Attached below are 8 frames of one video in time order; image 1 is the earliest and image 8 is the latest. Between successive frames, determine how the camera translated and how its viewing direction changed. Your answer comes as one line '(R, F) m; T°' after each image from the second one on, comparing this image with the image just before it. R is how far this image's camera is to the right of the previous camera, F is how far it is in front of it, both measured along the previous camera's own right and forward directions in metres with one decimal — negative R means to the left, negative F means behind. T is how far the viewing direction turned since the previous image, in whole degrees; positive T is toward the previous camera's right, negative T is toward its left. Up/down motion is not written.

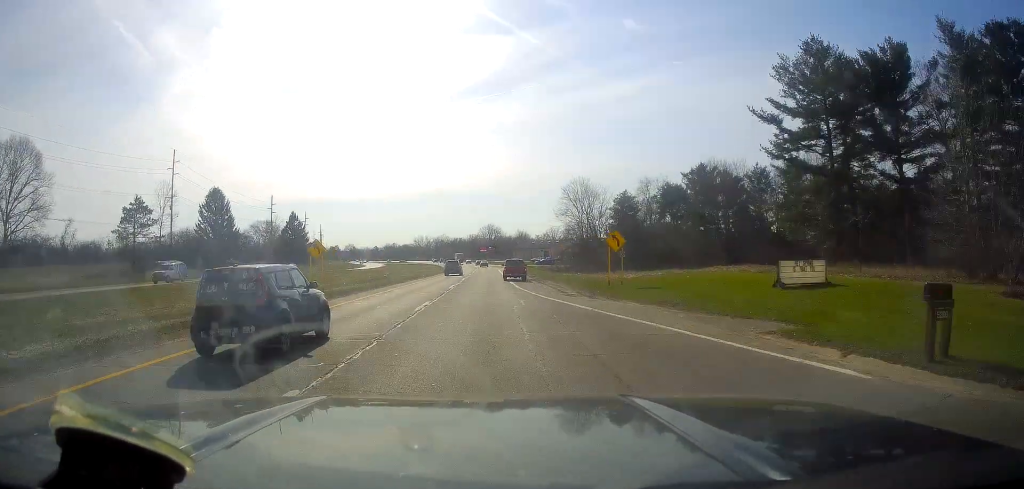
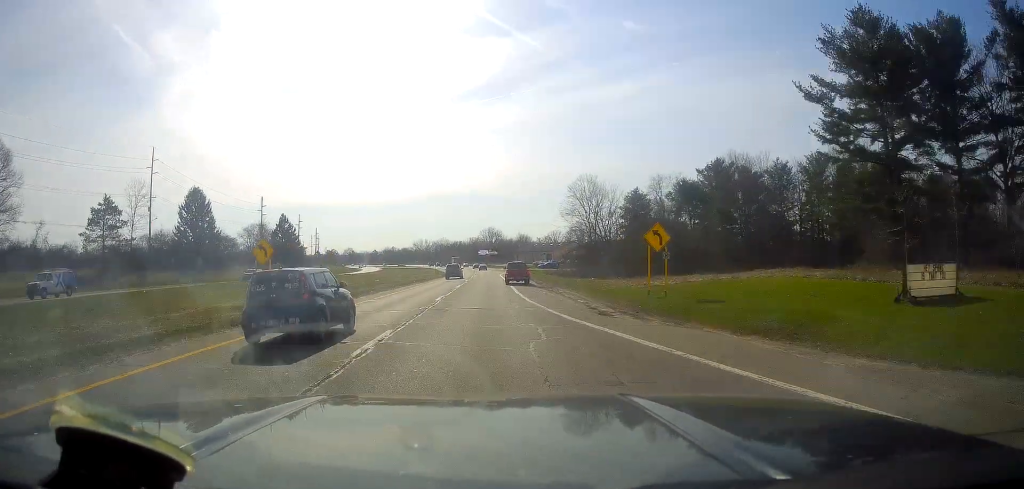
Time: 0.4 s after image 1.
(+0.1, +8.6) m; 0°
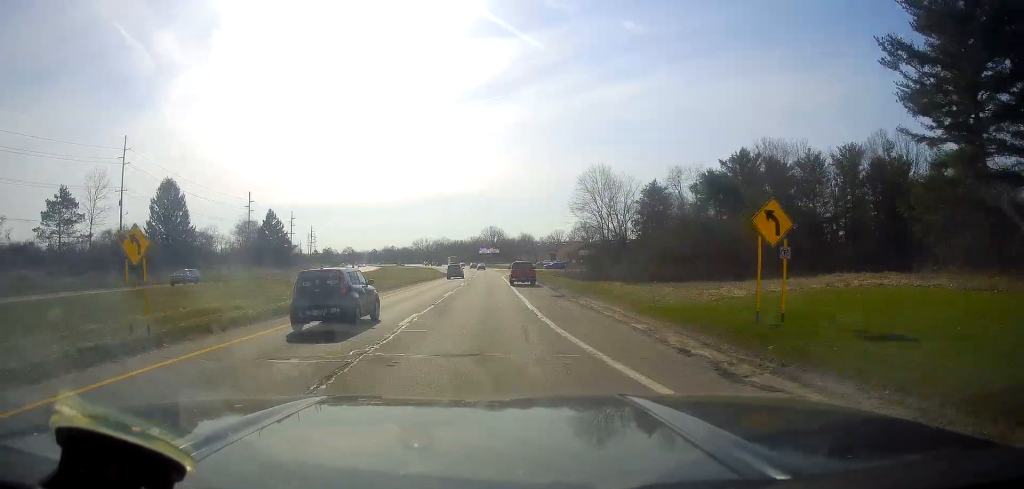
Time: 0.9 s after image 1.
(+0.1, +10.7) m; 0°
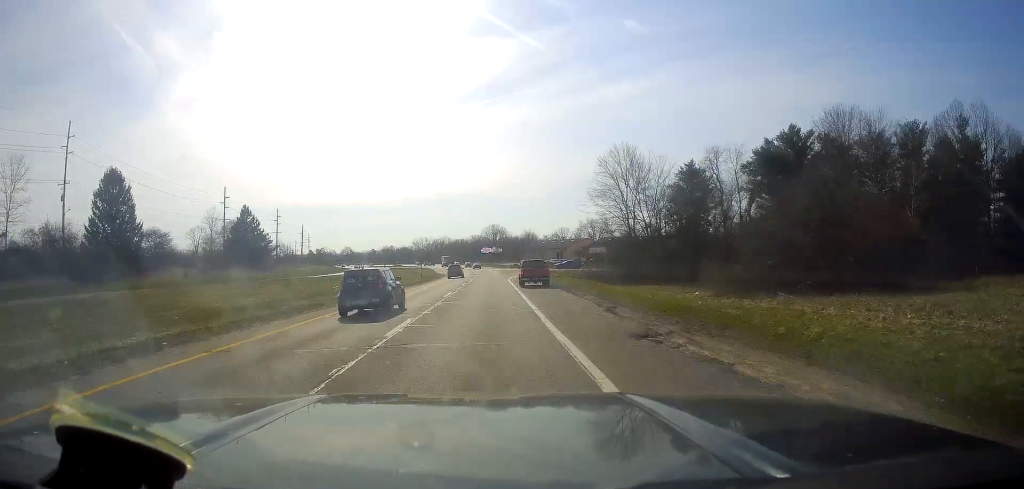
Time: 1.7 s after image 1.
(-0.2, +16.8) m; -1°
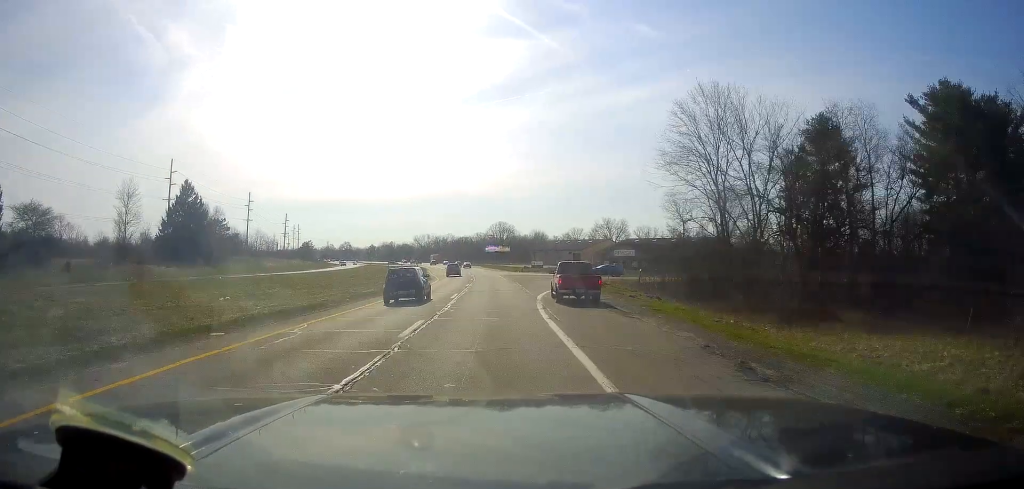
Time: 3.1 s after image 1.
(-0.4, +30.2) m; -1°
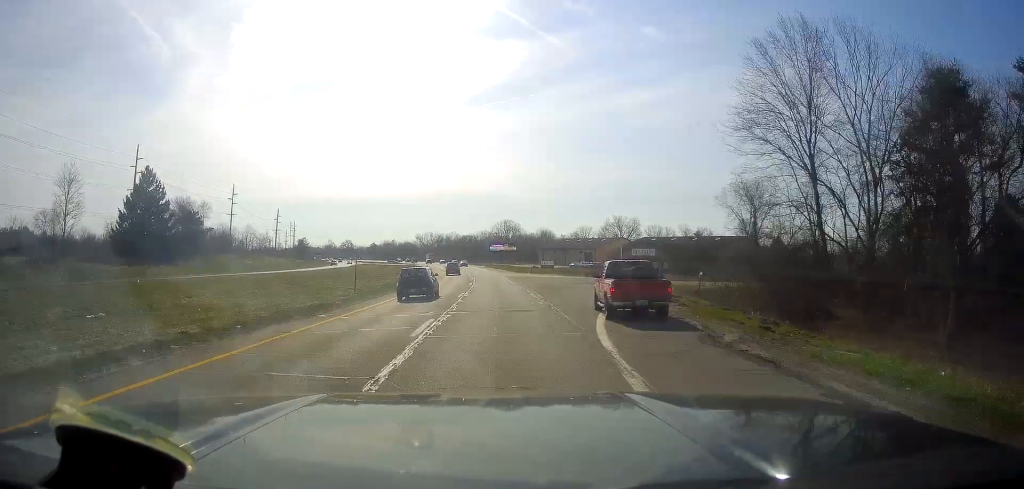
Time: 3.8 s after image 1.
(+0.4, +14.9) m; -1°
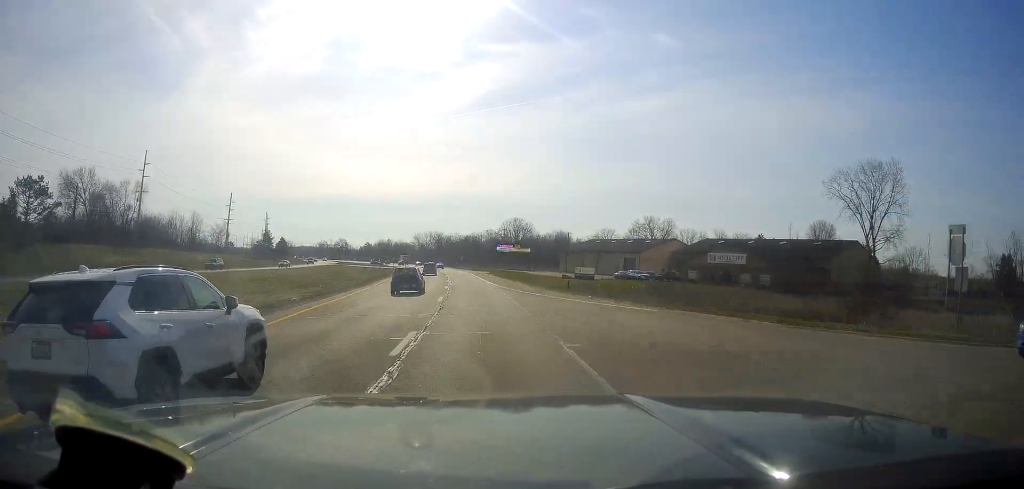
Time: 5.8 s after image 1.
(-0.9, +48.1) m; -1°
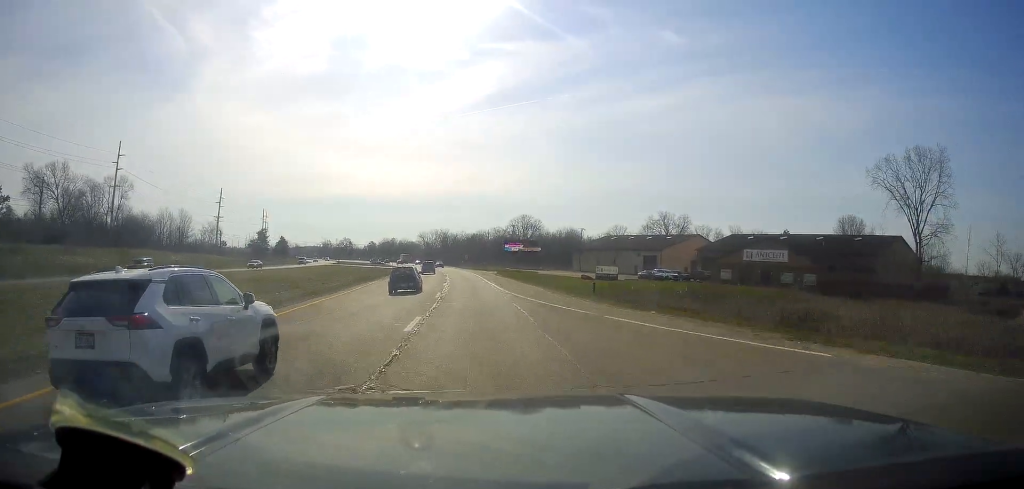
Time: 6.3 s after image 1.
(-0.1, +11.7) m; 0°
